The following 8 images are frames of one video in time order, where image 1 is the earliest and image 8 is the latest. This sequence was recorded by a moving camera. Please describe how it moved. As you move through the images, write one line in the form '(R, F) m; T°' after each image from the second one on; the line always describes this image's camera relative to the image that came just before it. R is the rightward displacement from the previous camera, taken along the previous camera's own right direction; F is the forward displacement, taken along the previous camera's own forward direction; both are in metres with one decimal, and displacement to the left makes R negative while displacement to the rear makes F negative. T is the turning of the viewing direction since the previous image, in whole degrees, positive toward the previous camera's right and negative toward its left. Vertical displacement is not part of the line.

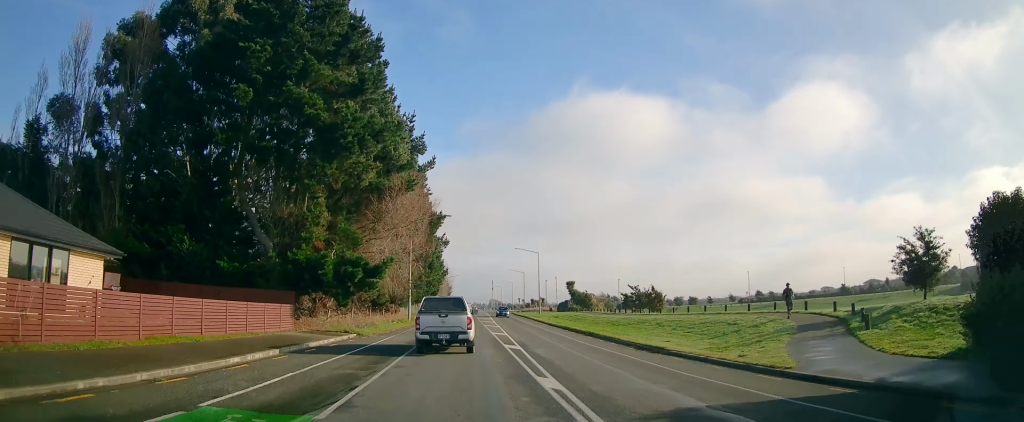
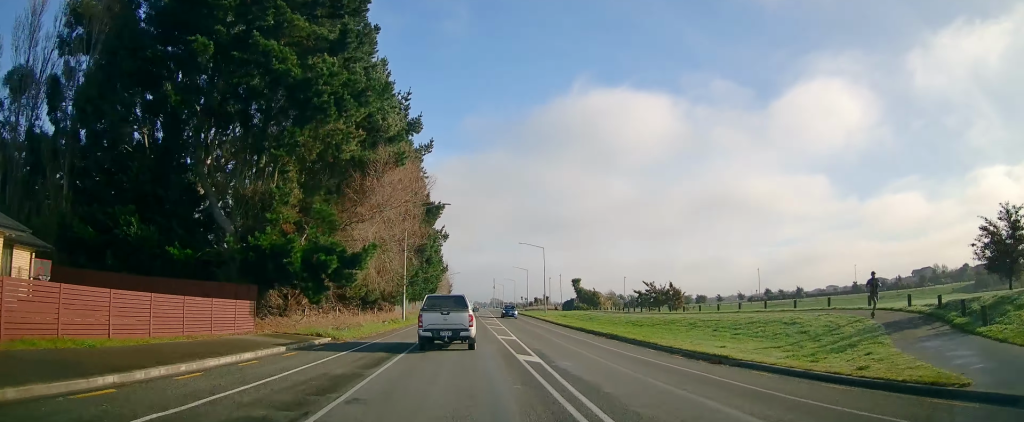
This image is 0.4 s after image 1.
(0.0, +5.3) m; -1°
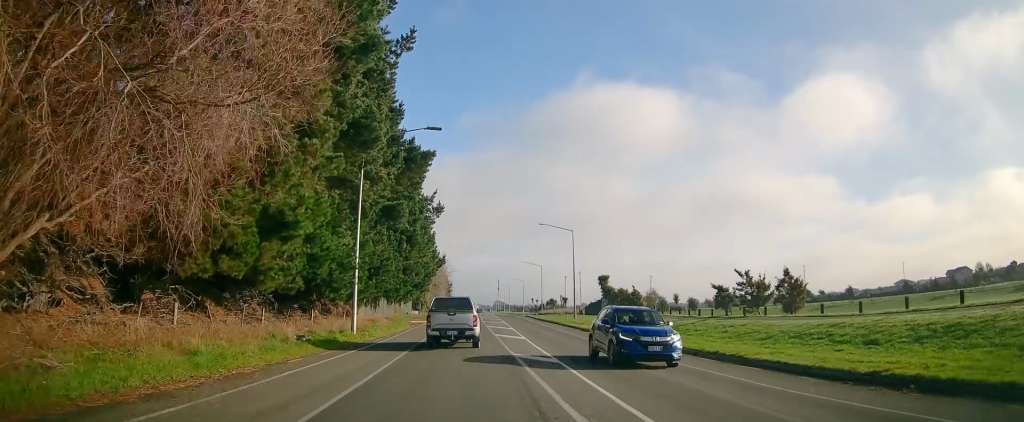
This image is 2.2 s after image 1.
(-1.6, +22.0) m; -4°
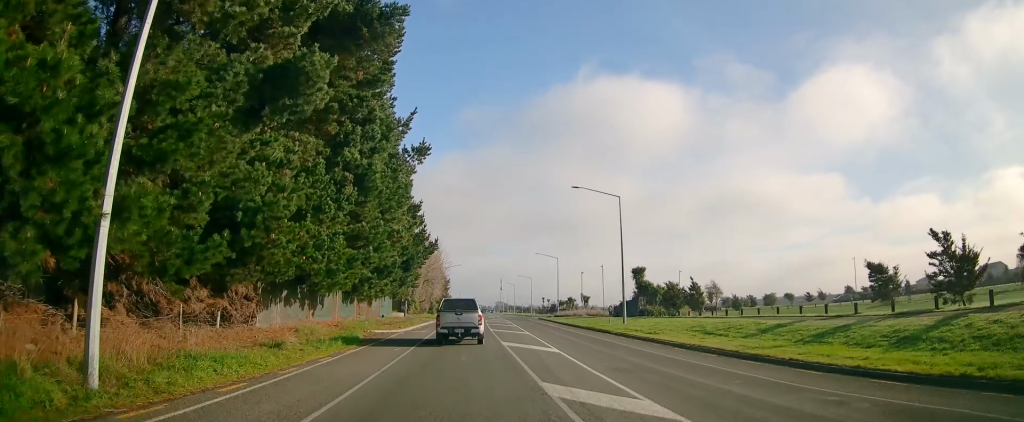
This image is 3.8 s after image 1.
(+0.1, +19.9) m; 0°
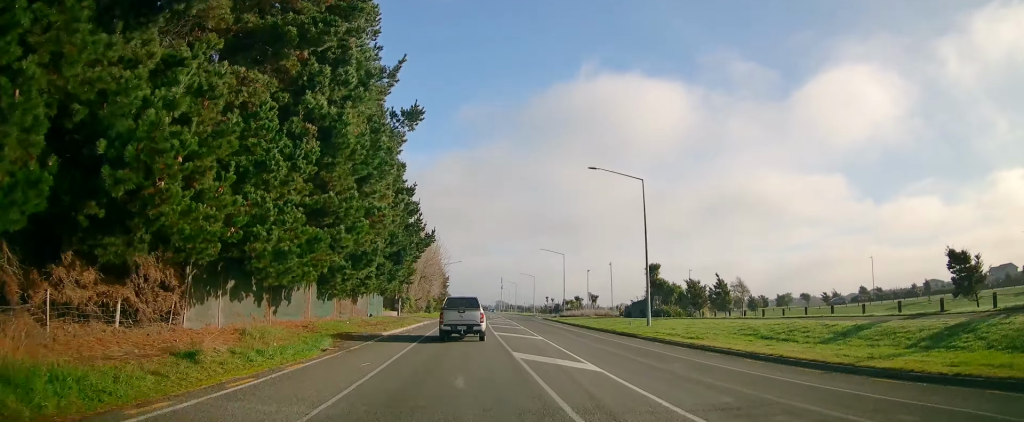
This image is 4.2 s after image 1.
(0.0, +6.0) m; 0°
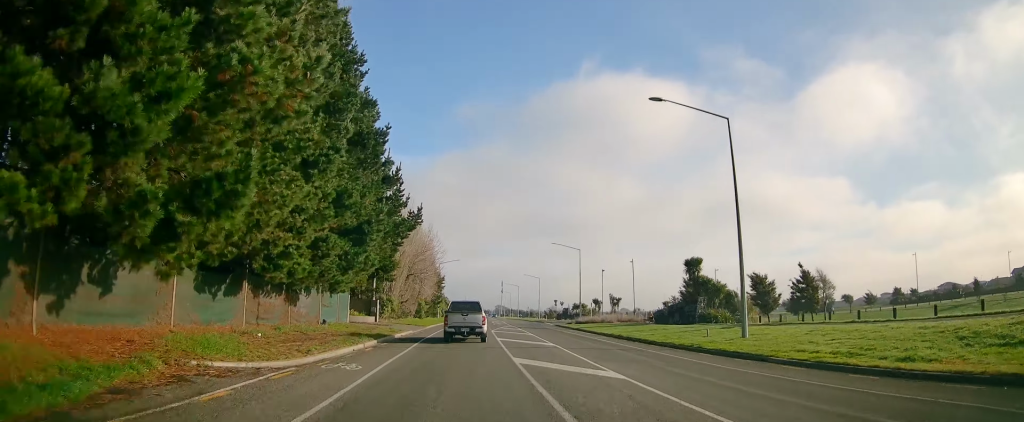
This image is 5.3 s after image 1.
(0.0, +13.9) m; 0°
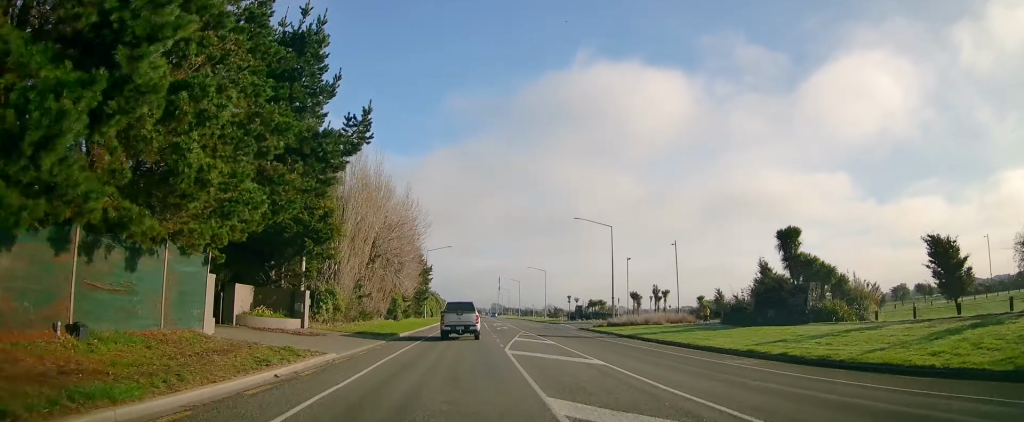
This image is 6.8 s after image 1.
(-0.4, +20.1) m; -1°
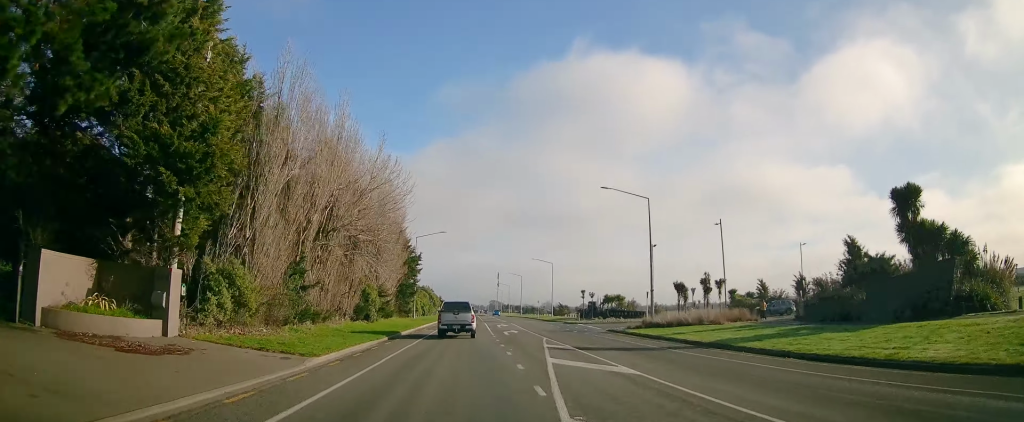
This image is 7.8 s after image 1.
(0.0, +13.1) m; +2°
